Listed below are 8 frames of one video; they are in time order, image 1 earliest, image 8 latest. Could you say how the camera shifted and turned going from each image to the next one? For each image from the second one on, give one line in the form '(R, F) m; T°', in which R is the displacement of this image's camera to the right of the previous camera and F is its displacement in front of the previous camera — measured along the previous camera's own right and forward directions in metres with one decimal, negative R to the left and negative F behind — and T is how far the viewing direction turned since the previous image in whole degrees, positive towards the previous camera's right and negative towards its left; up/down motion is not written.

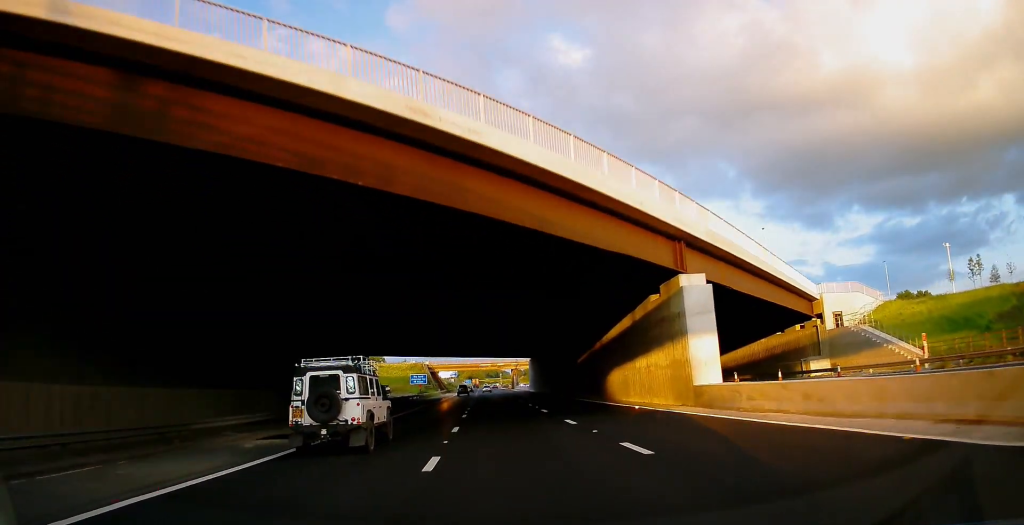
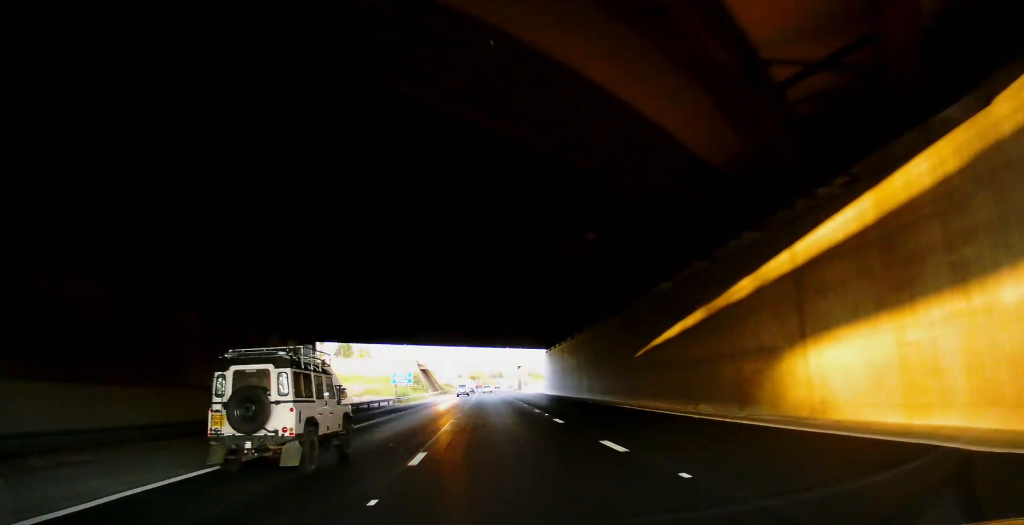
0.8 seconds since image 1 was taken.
(+0.2, +24.6) m; 0°
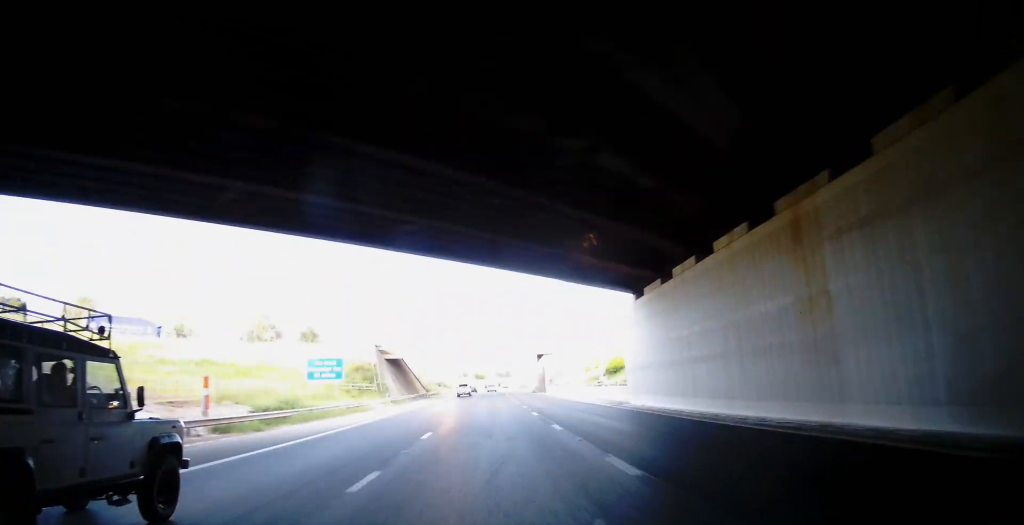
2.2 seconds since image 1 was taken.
(-0.4, +46.5) m; -1°
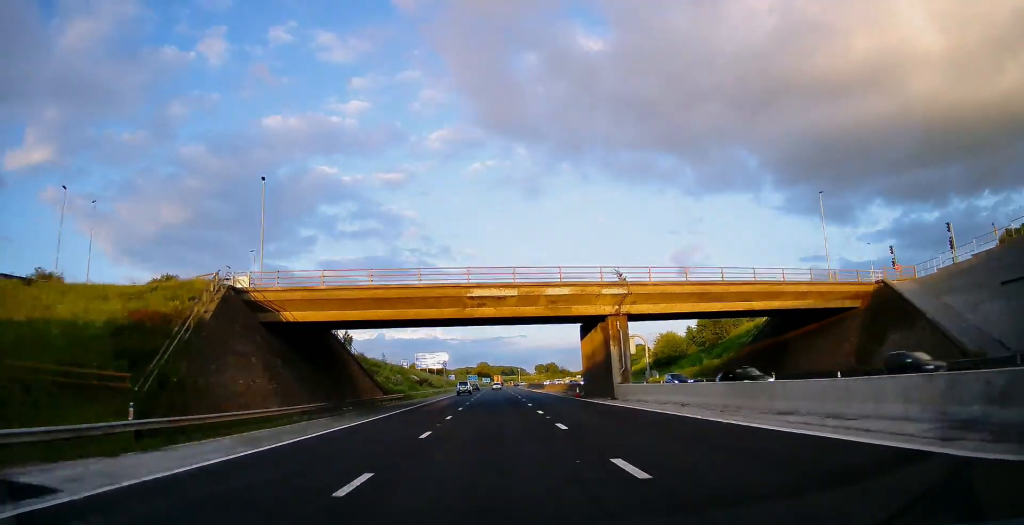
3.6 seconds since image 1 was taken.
(-0.1, +42.9) m; 0°
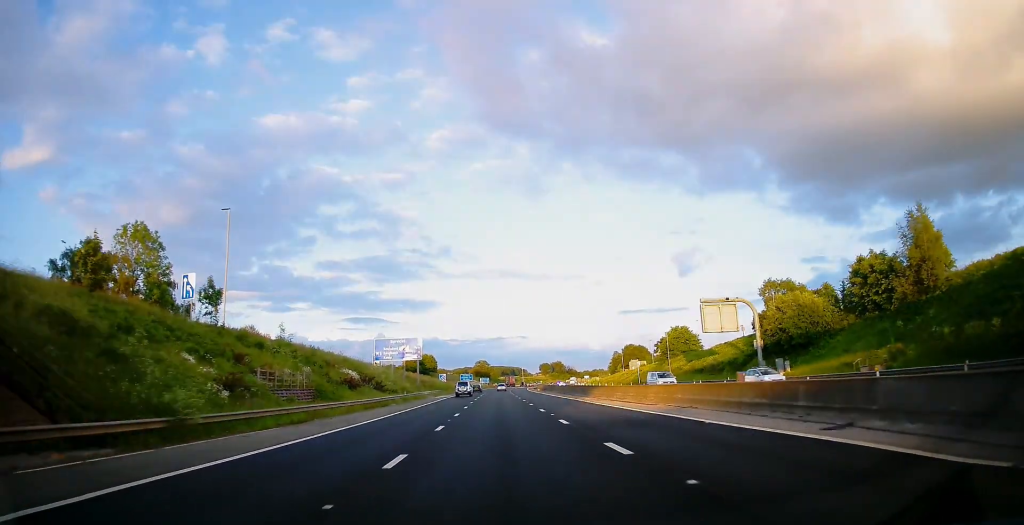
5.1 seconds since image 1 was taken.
(-0.4, +49.7) m; -1°
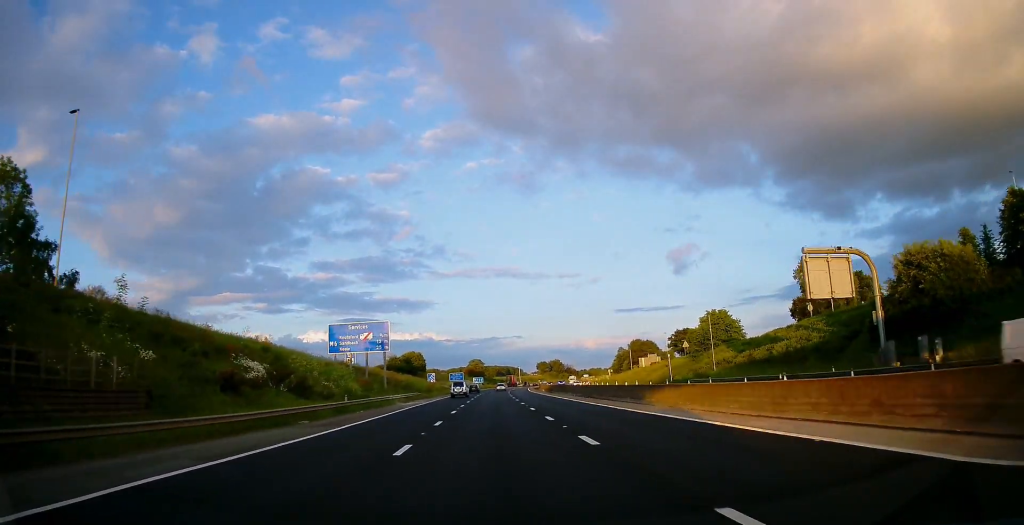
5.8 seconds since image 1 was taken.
(0.0, +24.1) m; 0°
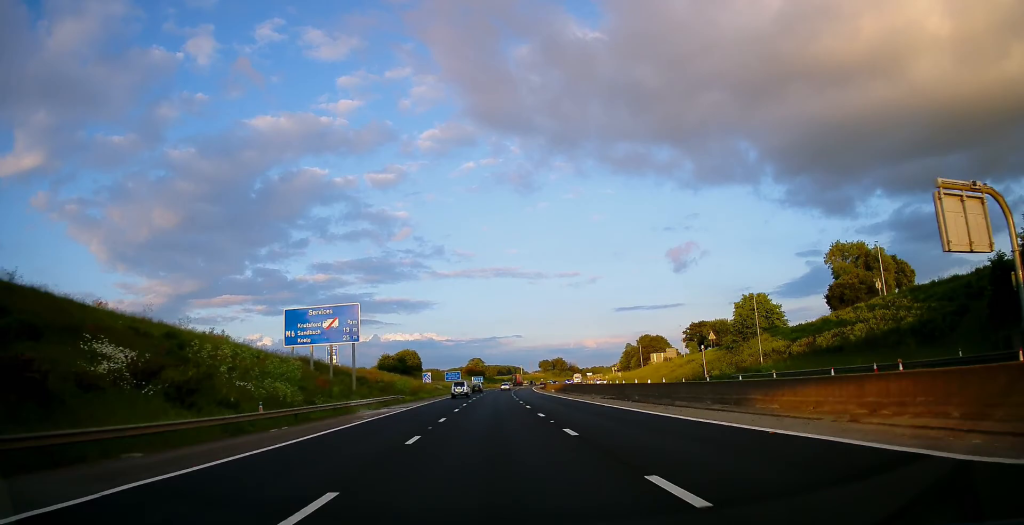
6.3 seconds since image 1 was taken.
(0.0, +15.2) m; 0°
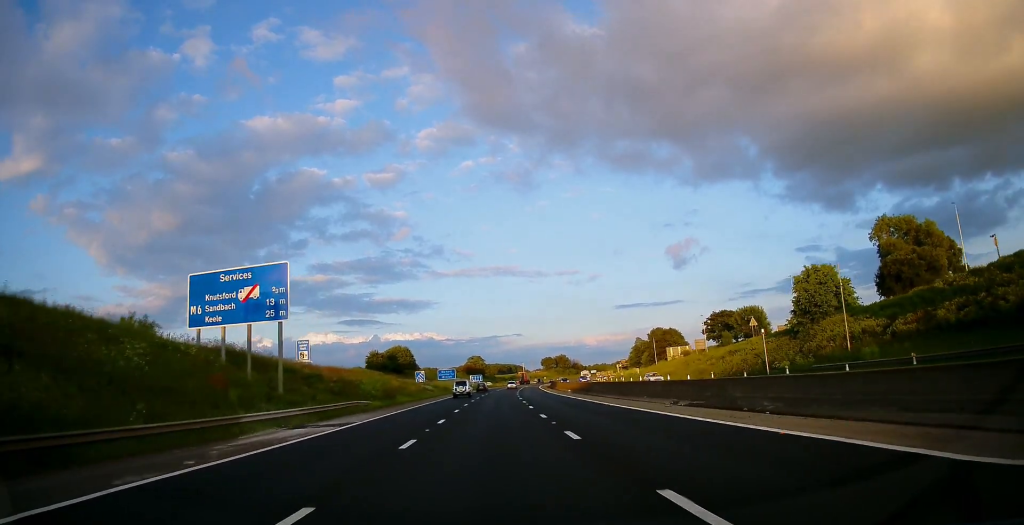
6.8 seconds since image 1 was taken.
(-0.1, +18.4) m; +1°
